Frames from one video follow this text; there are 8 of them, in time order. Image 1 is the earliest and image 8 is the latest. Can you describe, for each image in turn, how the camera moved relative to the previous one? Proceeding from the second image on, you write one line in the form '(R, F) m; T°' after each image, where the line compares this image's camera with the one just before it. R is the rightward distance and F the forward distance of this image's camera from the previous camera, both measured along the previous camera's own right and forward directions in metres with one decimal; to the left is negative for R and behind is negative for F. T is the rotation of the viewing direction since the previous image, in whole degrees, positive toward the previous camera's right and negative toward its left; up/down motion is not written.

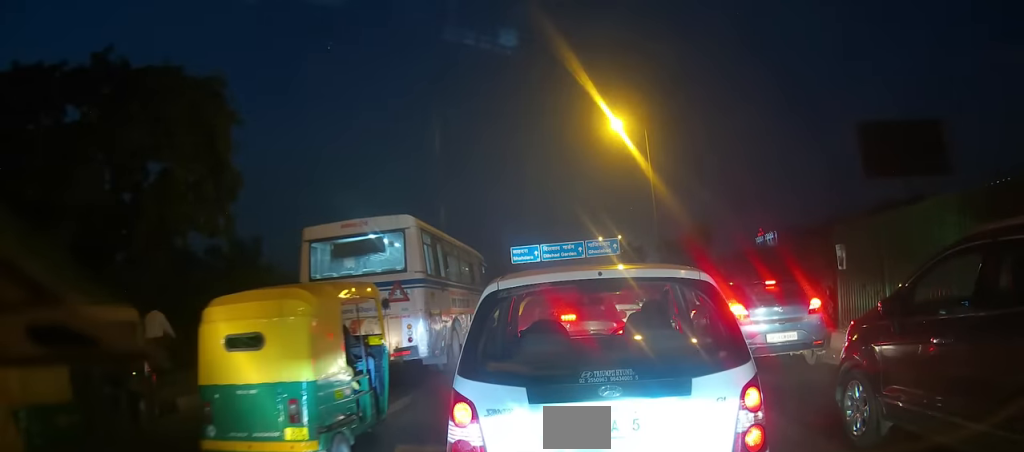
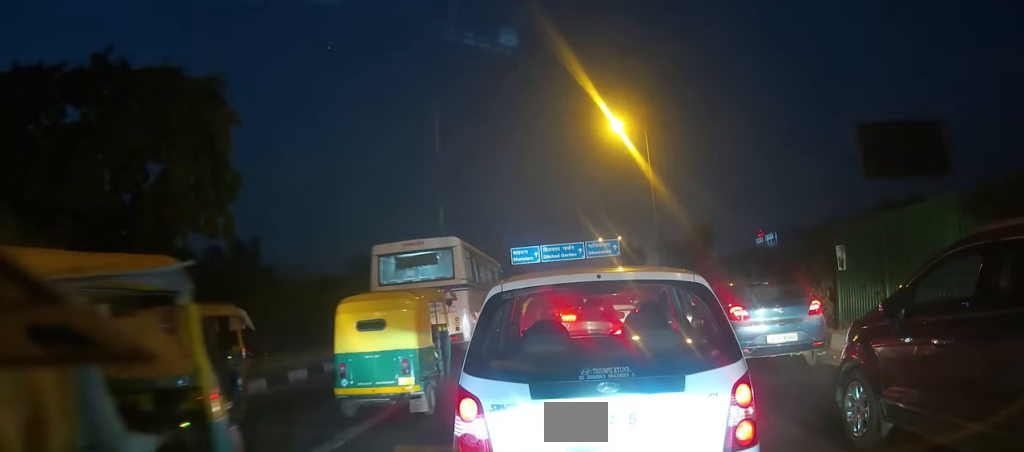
(0.0, +0.3) m; 0°
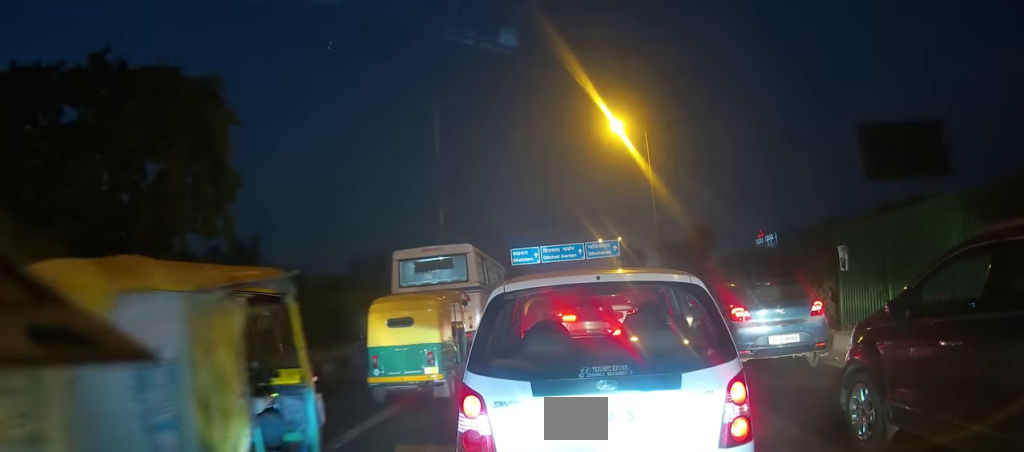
(0.0, +0.1) m; 0°
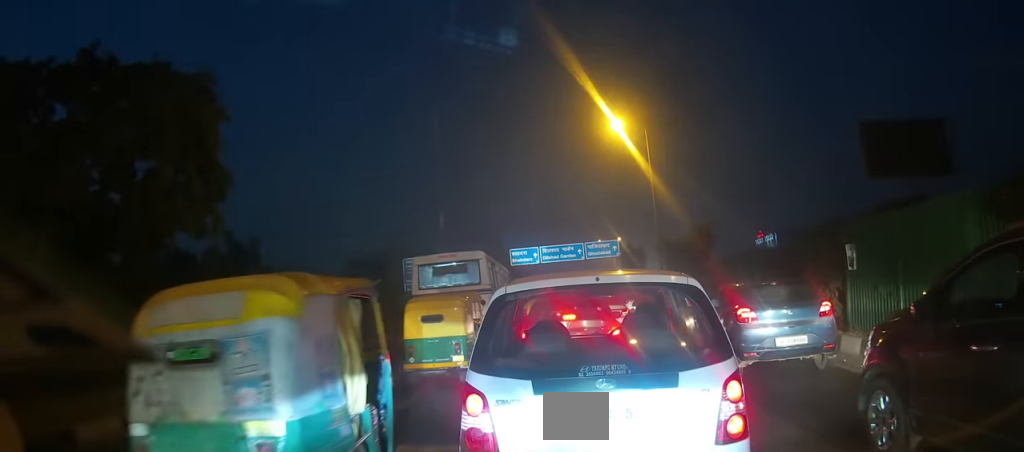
(0.0, +0.2) m; 0°
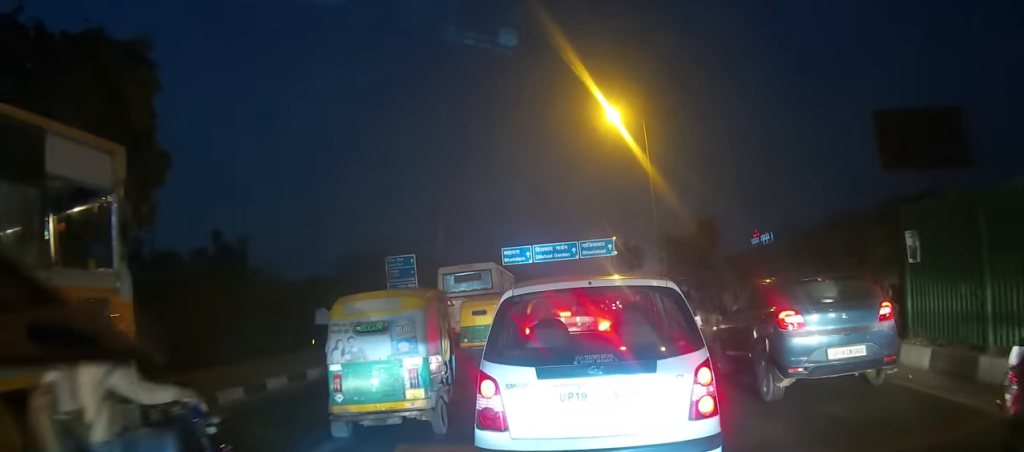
(0.0, +0.4) m; 0°
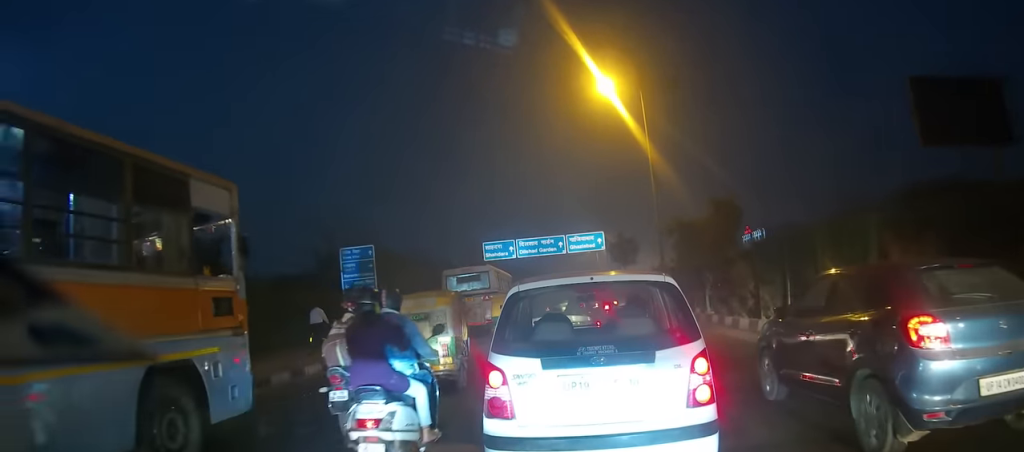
(0.0, +1.3) m; 0°
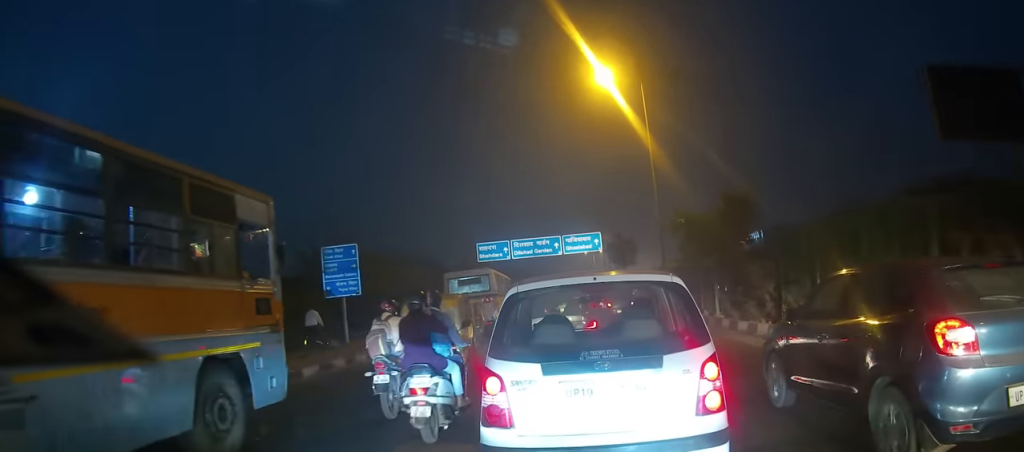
(0.0, +1.0) m; 0°
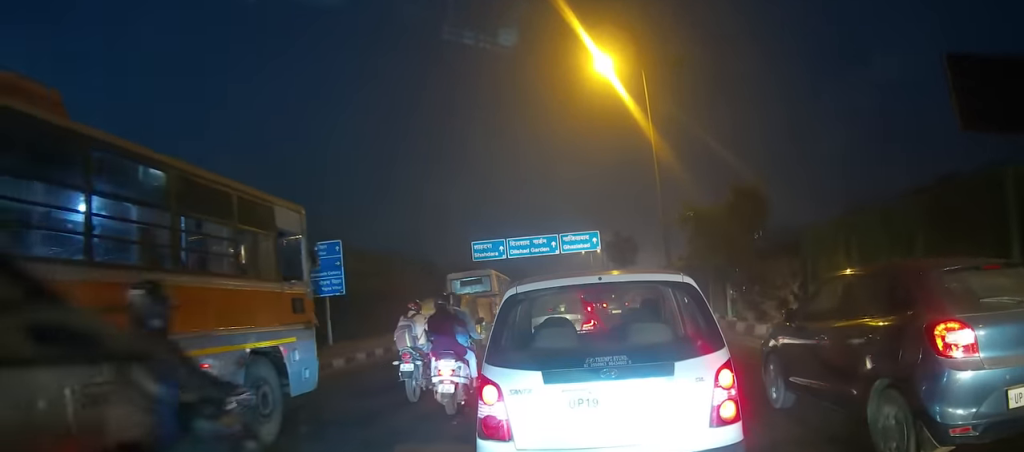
(0.0, +1.3) m; 0°
